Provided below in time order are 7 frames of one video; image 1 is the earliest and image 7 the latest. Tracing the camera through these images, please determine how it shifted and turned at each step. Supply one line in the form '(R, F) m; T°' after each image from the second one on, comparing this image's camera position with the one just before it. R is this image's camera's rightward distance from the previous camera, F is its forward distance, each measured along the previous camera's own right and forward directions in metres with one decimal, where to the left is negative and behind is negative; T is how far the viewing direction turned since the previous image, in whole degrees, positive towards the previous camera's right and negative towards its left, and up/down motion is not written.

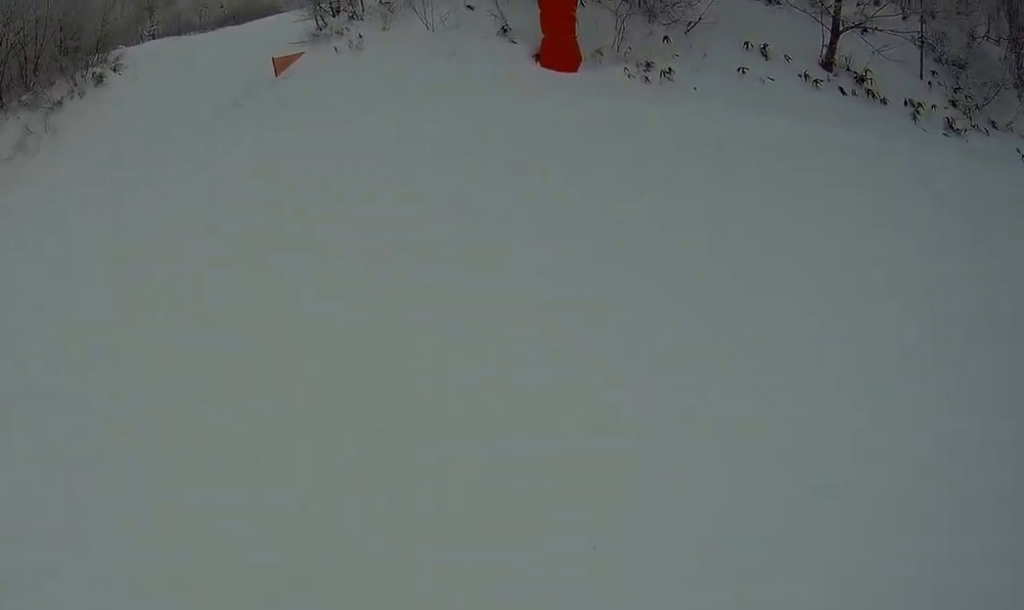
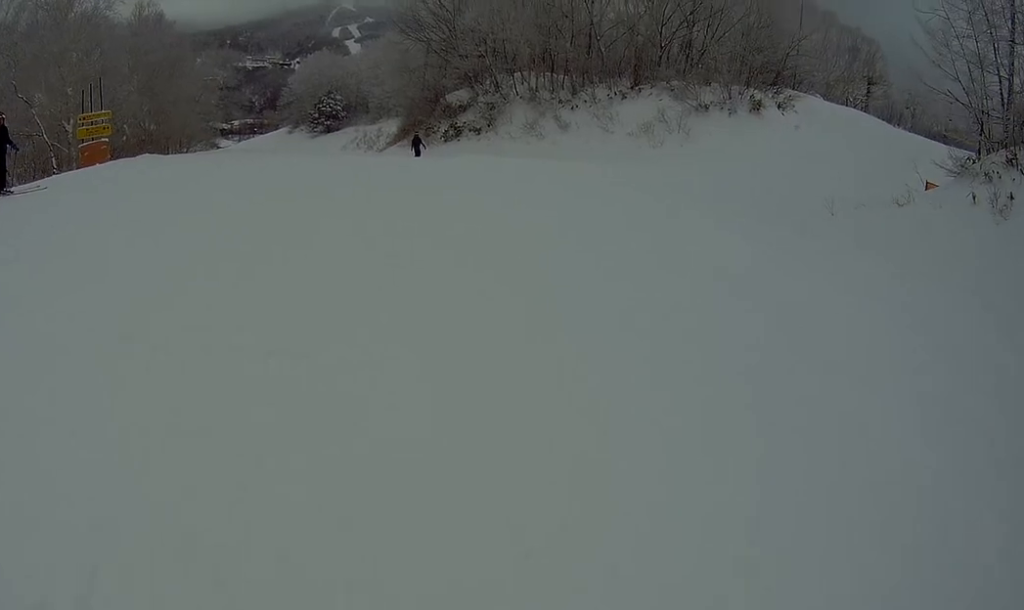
(-1.5, +5.7) m; -1°
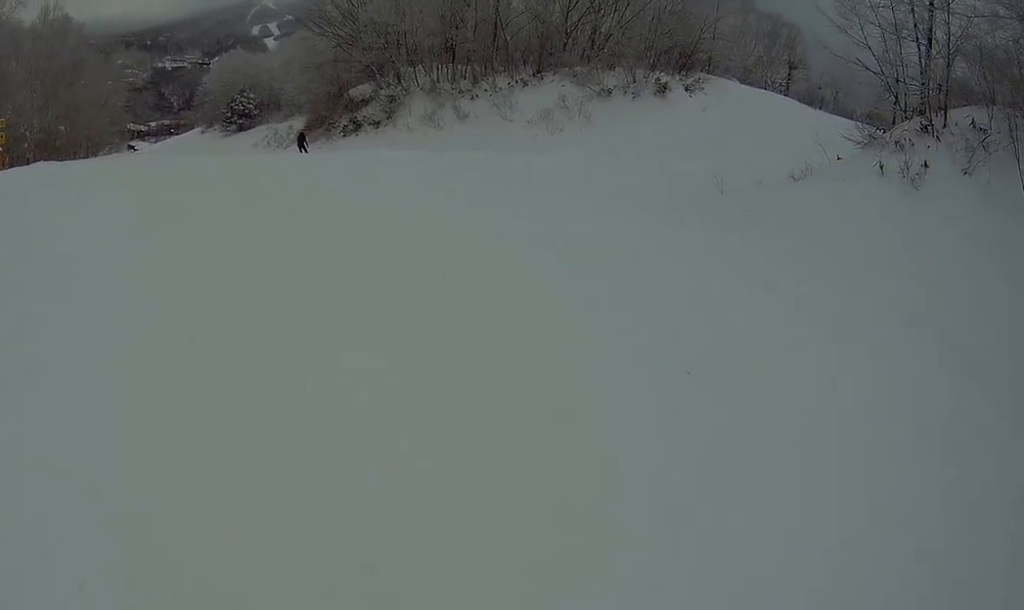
(+0.6, +2.2) m; +16°
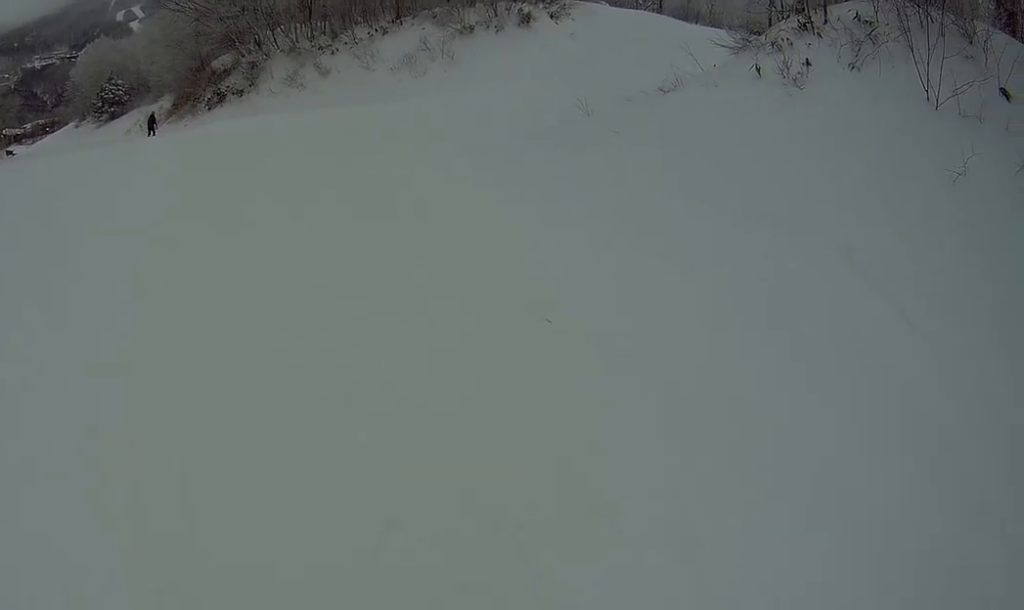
(0.0, +1.7) m; -5°
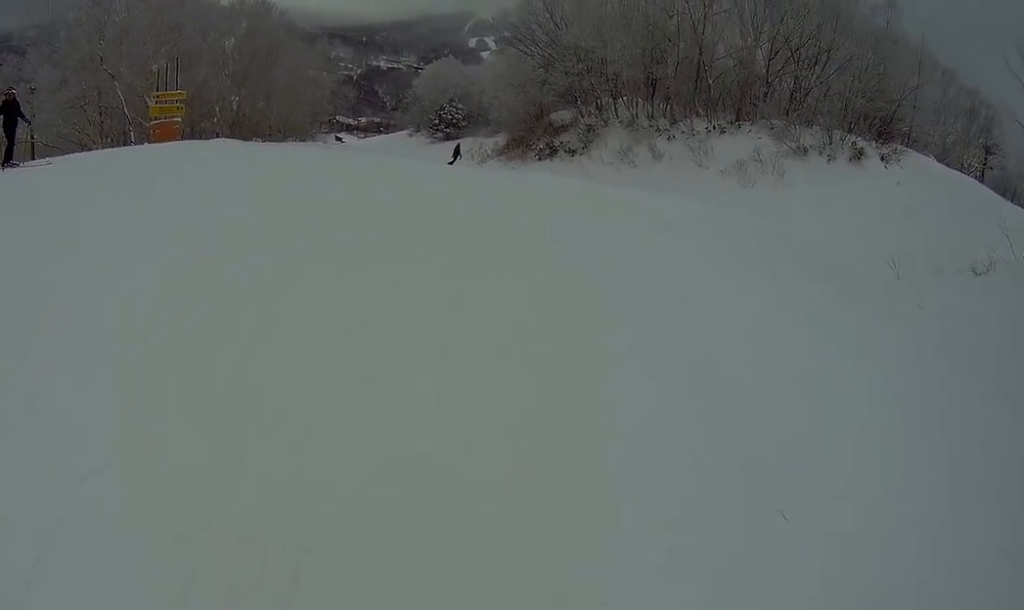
(-0.5, +4.3) m; -23°
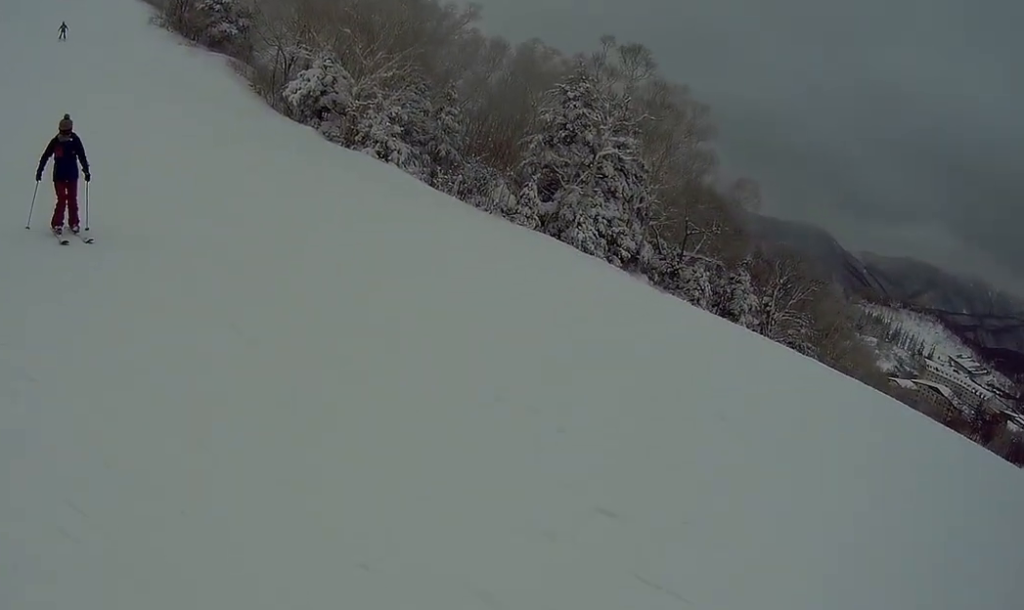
(-1.9, +6.3) m; -12°
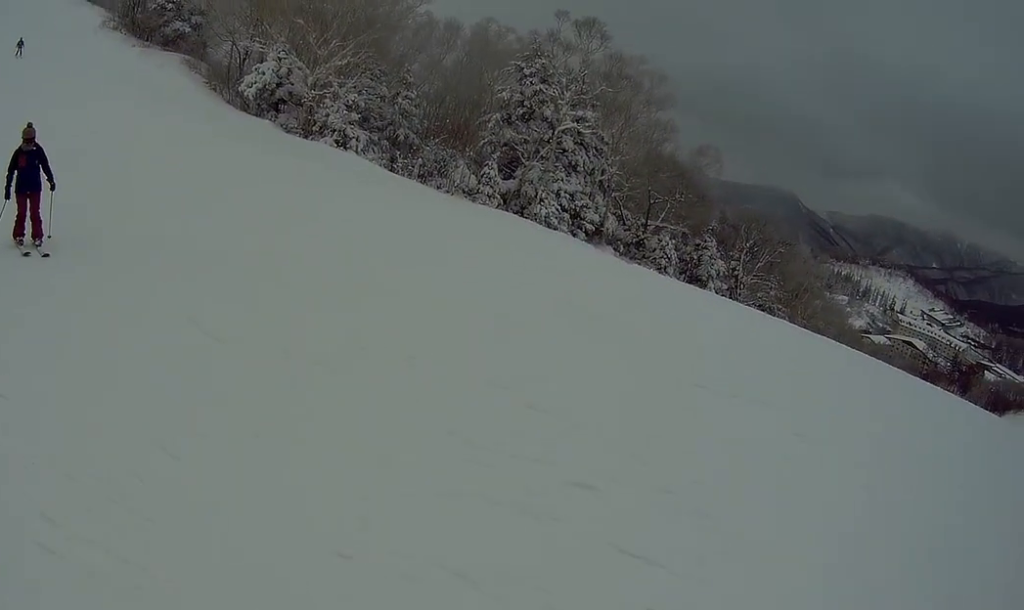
(+0.3, +2.8) m; +10°
